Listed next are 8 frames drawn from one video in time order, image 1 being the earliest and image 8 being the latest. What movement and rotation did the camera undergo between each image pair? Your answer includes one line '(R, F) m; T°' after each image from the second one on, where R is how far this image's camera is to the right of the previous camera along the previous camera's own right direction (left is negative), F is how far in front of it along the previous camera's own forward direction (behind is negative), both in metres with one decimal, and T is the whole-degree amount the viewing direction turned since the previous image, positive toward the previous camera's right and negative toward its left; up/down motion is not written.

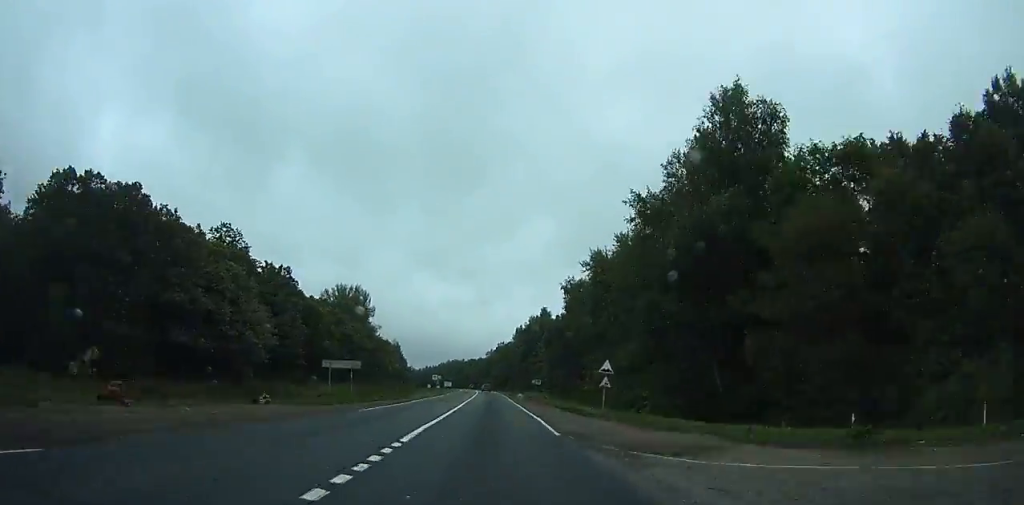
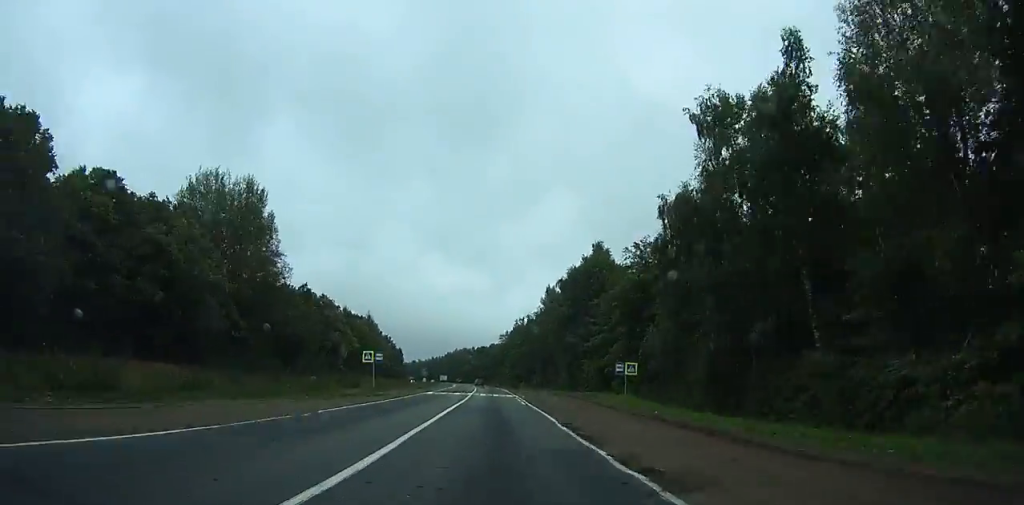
(-0.5, +72.4) m; -1°
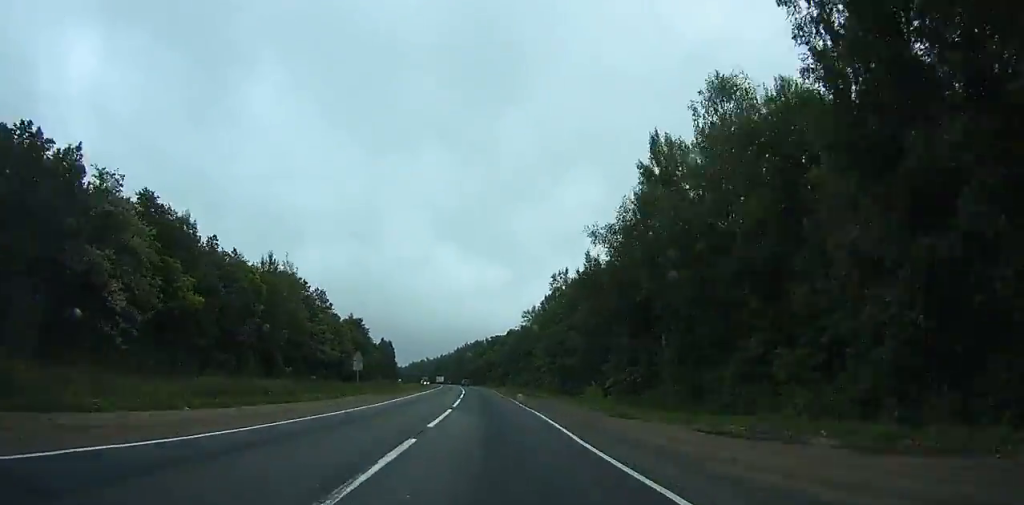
(-1.1, +77.2) m; -2°
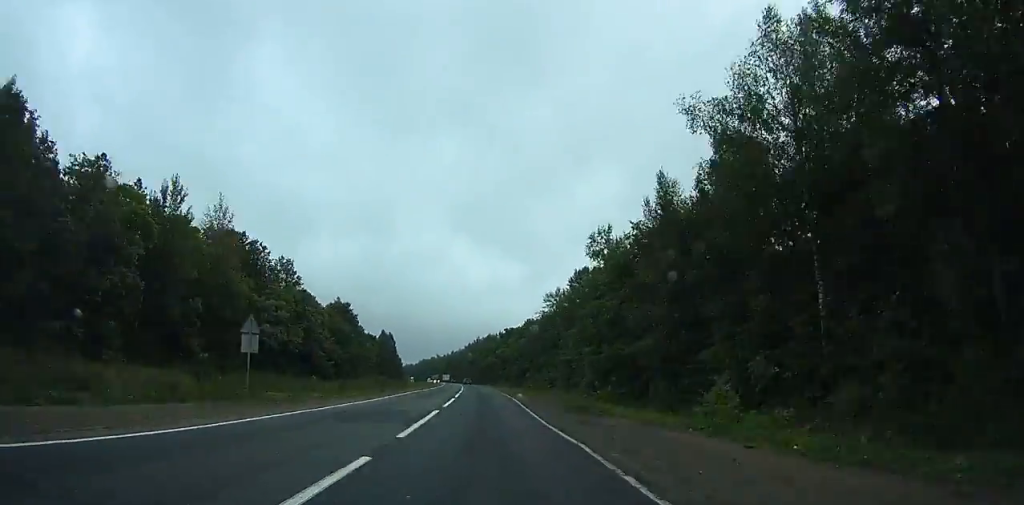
(-0.3, +27.3) m; -1°
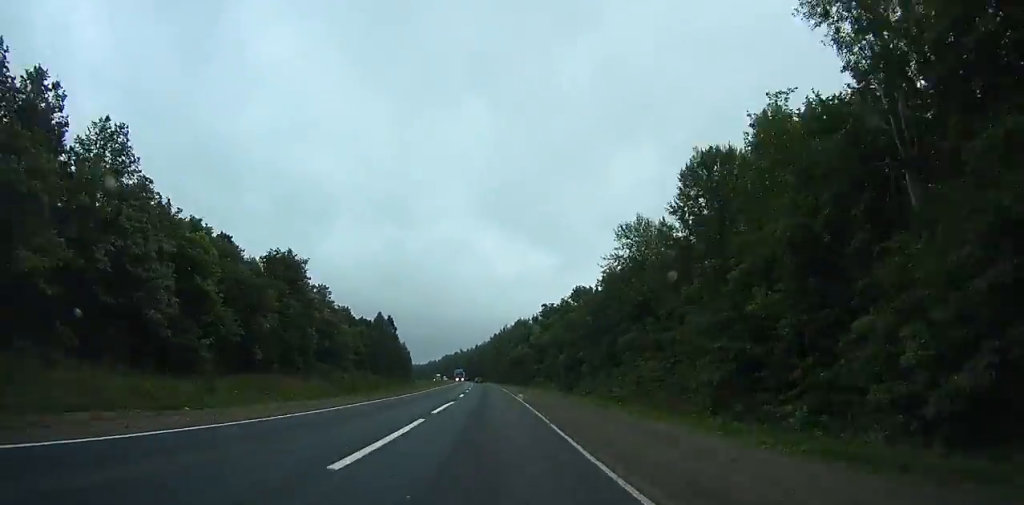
(-0.5, +52.5) m; -2°
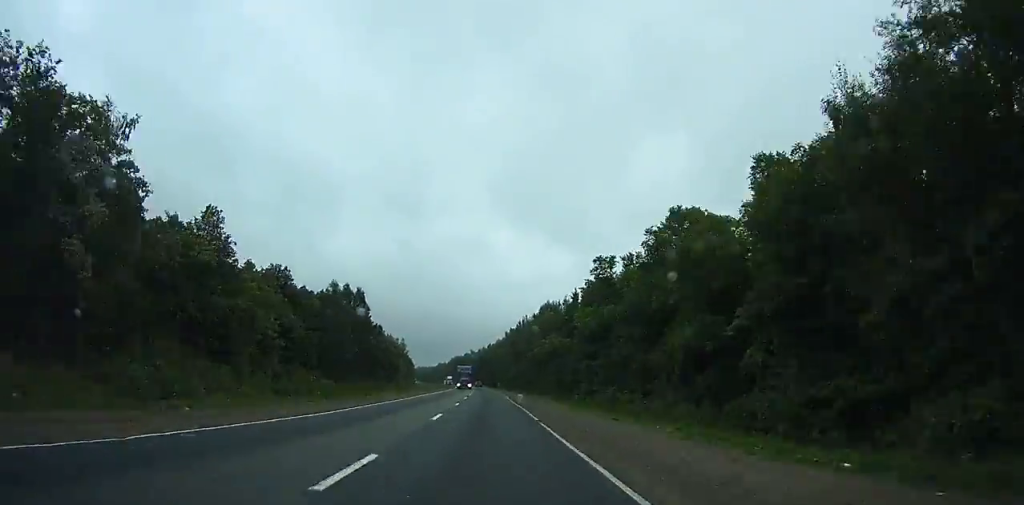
(-1.4, +53.0) m; -2°
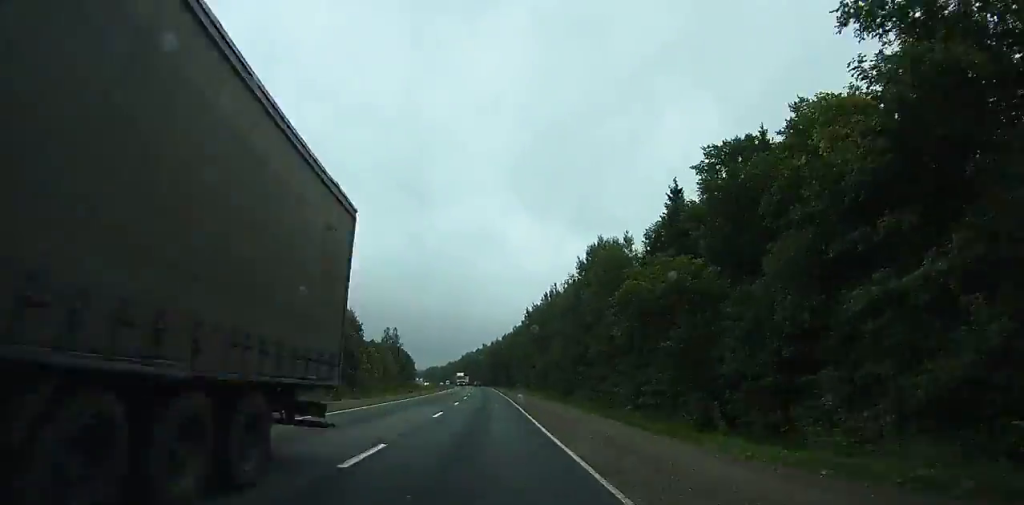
(-0.8, +58.2) m; -2°
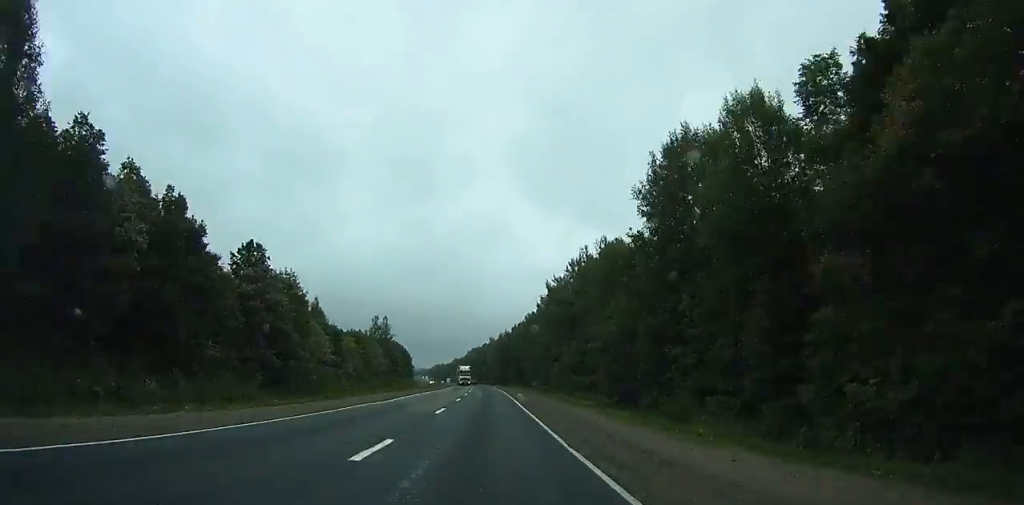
(-0.1, +35.1) m; -1°
